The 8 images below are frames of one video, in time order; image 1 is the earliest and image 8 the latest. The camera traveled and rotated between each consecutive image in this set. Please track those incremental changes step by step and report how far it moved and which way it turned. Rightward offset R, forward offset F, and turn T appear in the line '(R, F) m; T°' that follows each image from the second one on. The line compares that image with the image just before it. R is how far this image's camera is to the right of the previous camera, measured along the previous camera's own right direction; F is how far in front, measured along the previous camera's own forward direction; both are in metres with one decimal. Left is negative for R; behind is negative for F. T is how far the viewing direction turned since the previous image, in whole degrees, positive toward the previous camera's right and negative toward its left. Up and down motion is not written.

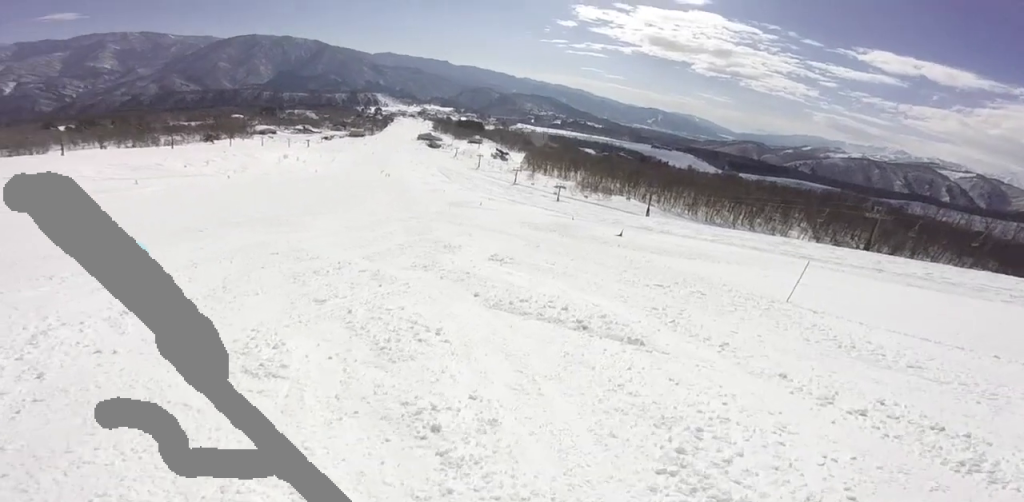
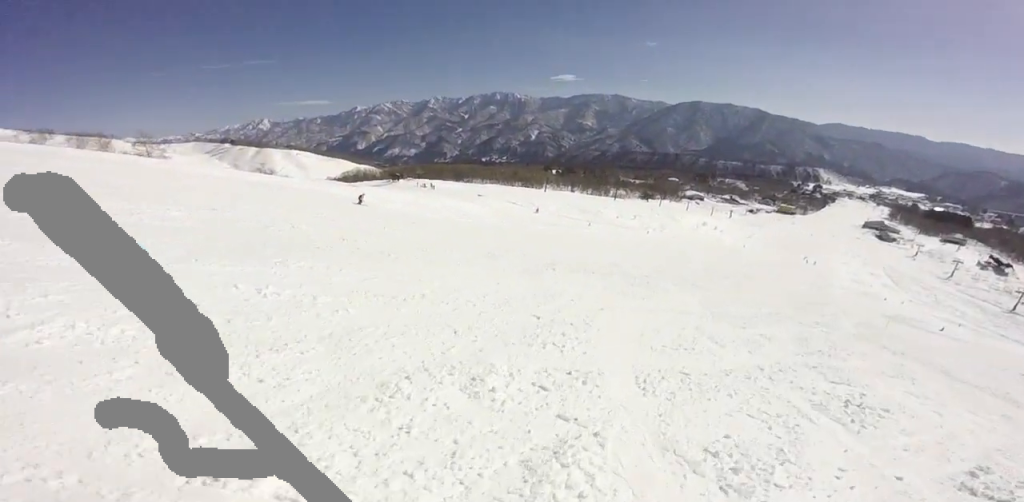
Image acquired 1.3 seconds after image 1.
(-2.5, +4.2) m; -54°
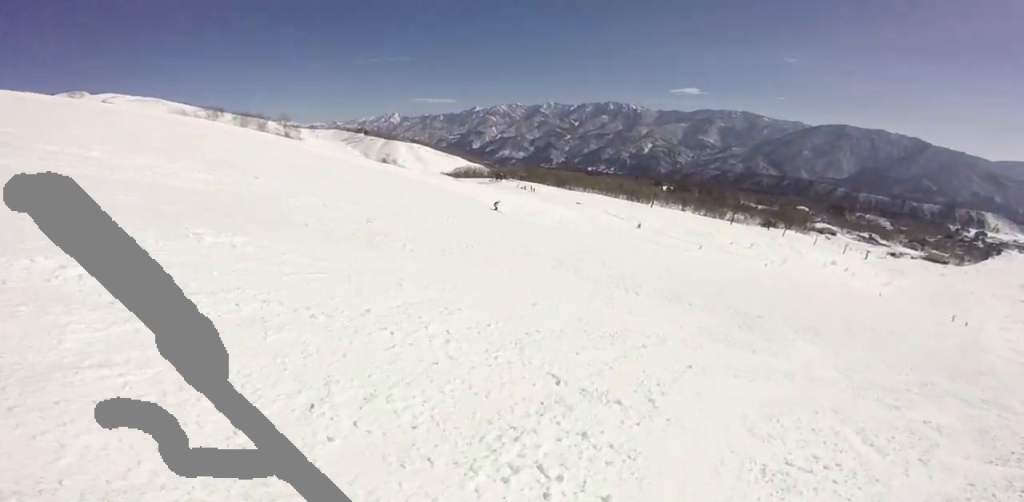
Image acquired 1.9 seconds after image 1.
(-0.7, +2.4) m; -12°
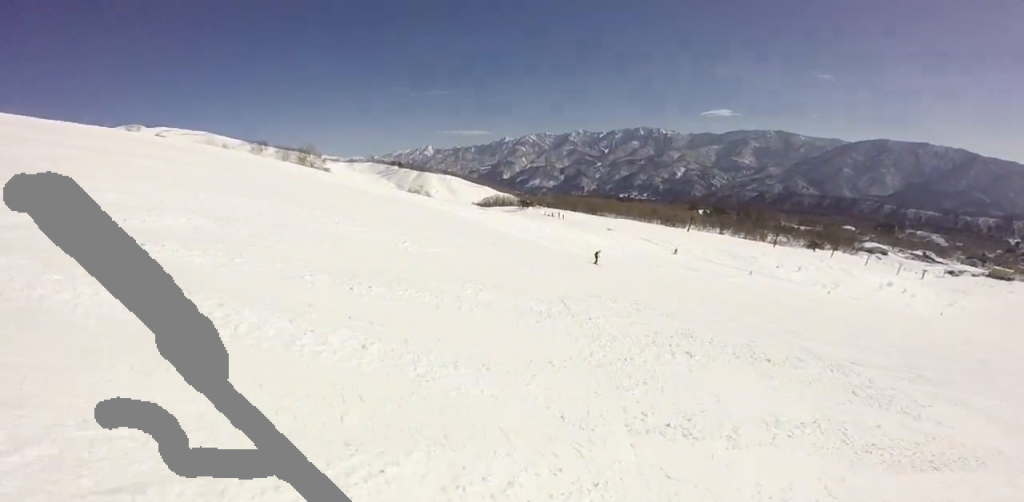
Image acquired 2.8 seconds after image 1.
(-0.3, +4.0) m; -8°
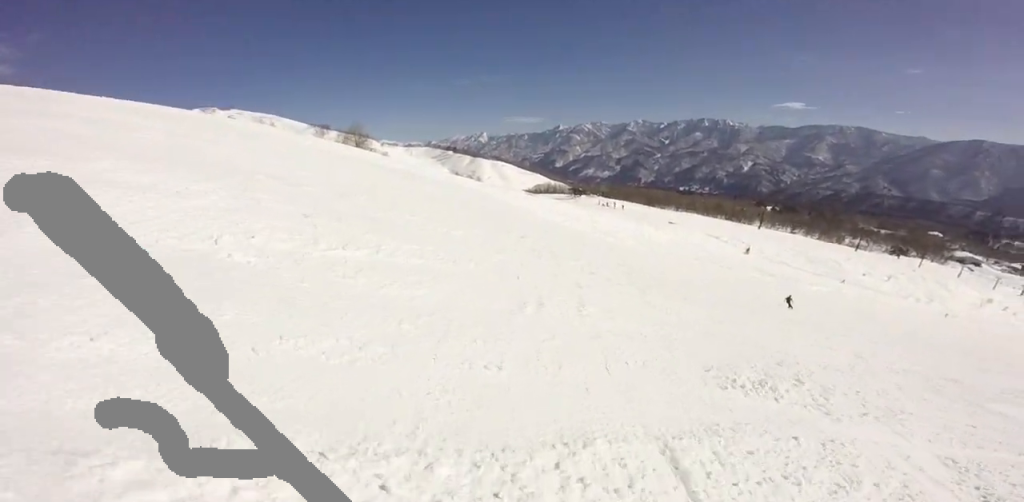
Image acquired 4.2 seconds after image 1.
(-0.5, +5.6) m; -17°
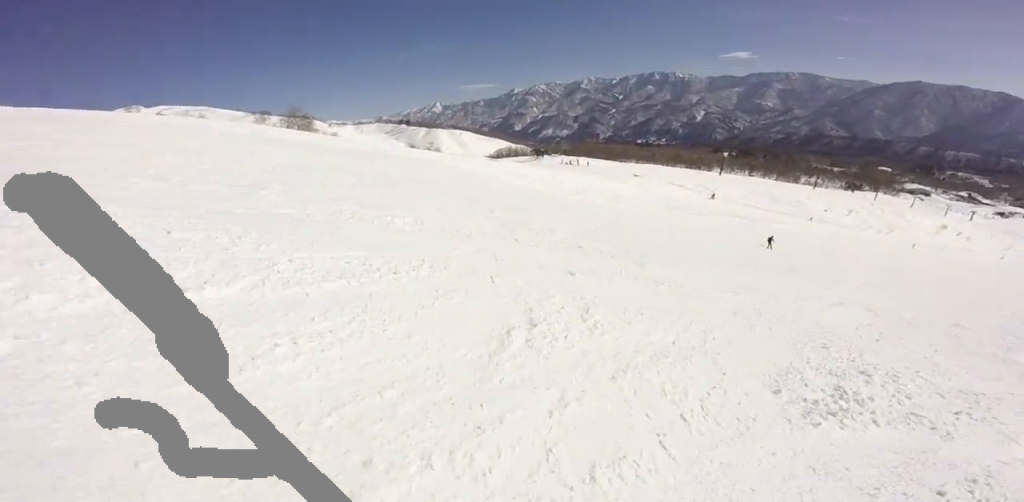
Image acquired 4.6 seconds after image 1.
(-0.4, +2.0) m; +10°
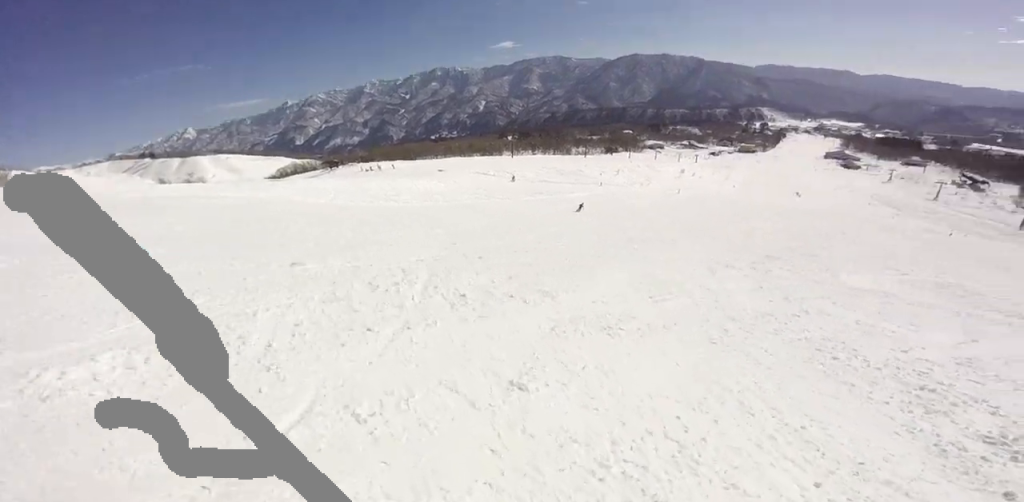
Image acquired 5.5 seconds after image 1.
(+0.4, +3.5) m; +25°
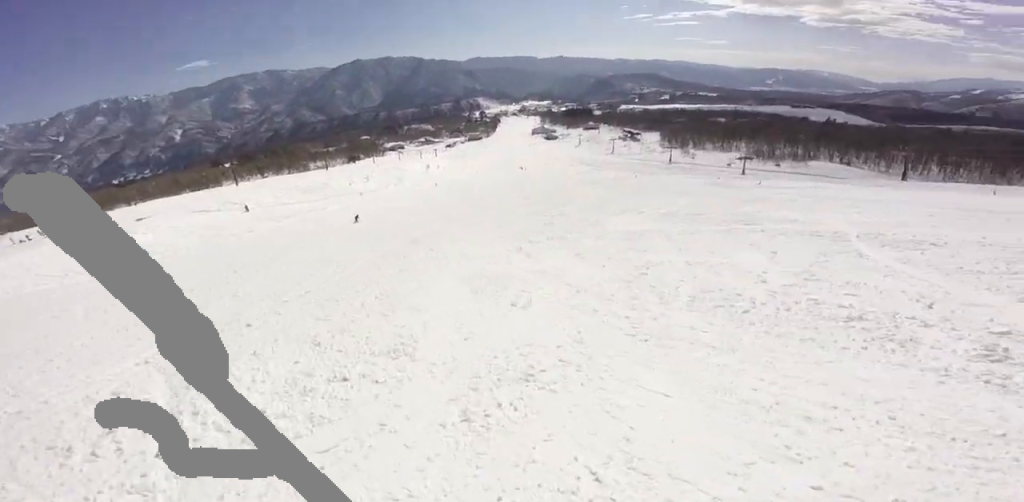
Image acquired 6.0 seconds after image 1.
(+0.7, +2.4) m; +20°
